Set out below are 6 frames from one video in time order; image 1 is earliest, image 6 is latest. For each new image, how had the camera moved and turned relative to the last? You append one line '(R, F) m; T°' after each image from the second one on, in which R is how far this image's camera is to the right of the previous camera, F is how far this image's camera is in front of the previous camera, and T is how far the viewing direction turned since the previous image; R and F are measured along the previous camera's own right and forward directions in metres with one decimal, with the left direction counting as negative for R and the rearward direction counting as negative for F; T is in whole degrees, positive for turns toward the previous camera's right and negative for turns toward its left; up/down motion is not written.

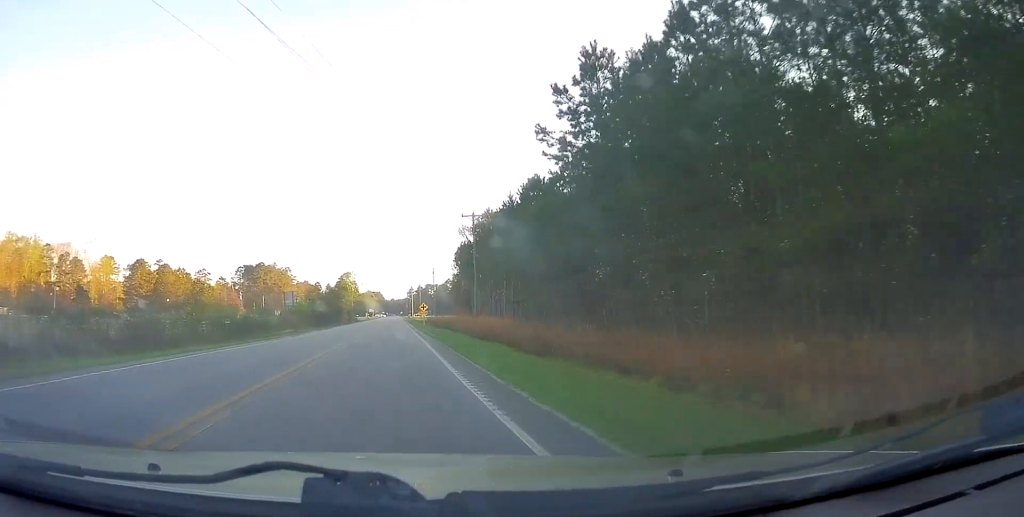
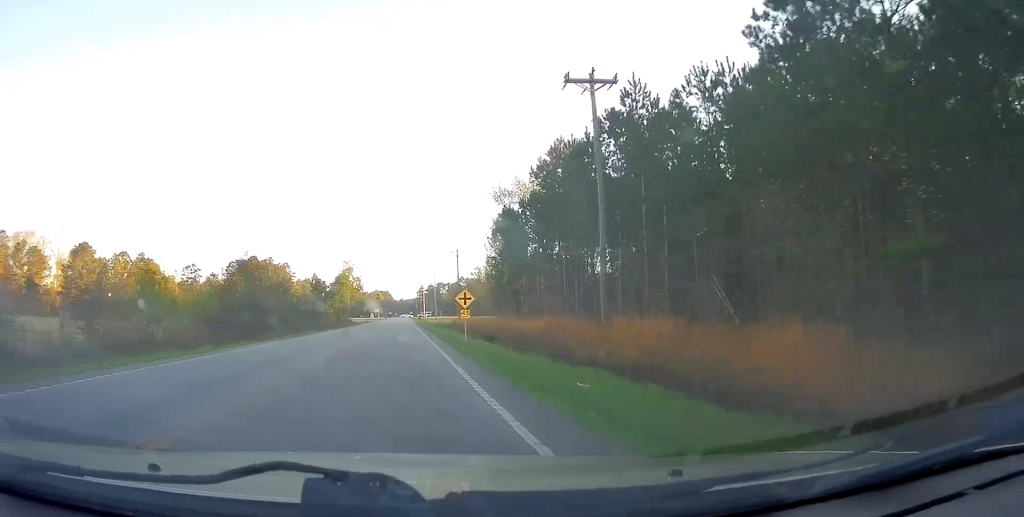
(+1.2, +36.7) m; +3°
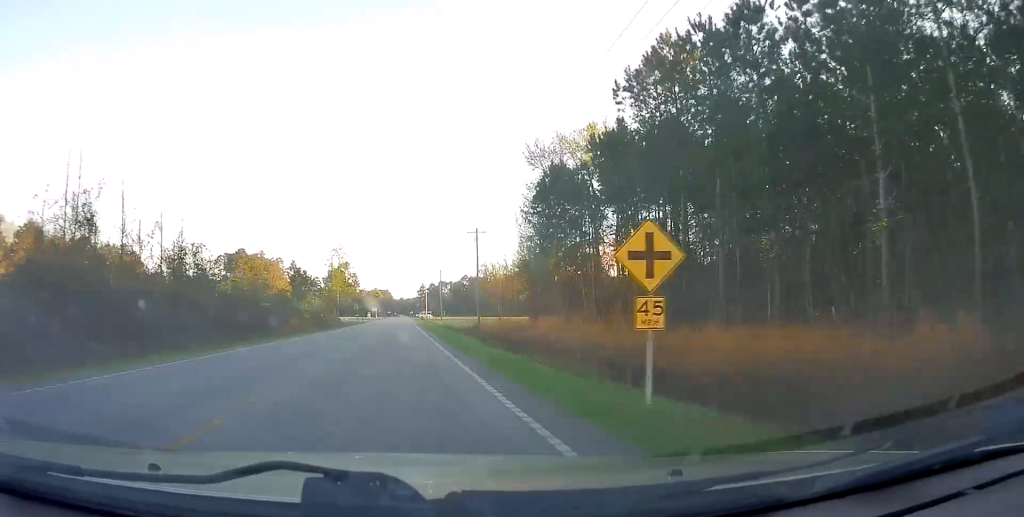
(+0.4, +23.0) m; +1°
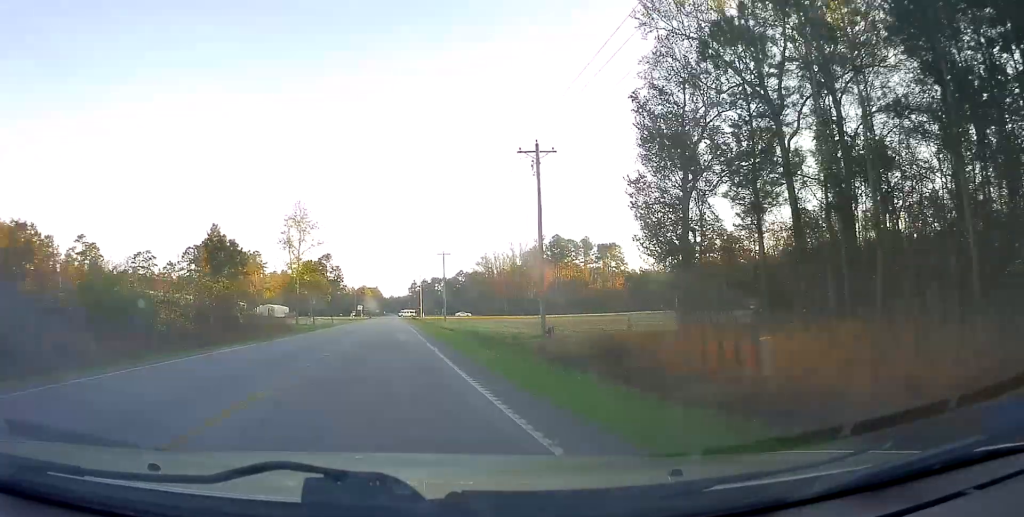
(+0.1, +34.8) m; 0°
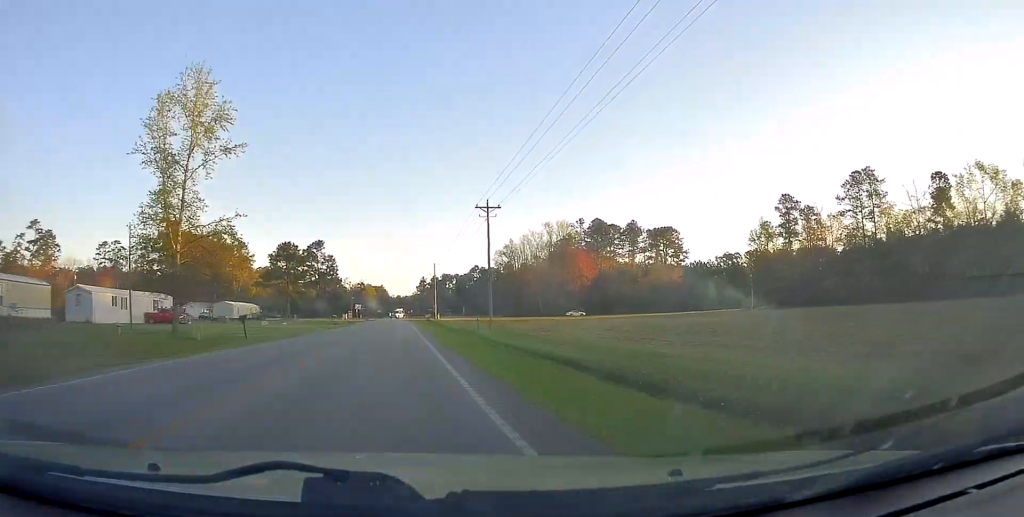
(-0.1, +43.1) m; -1°
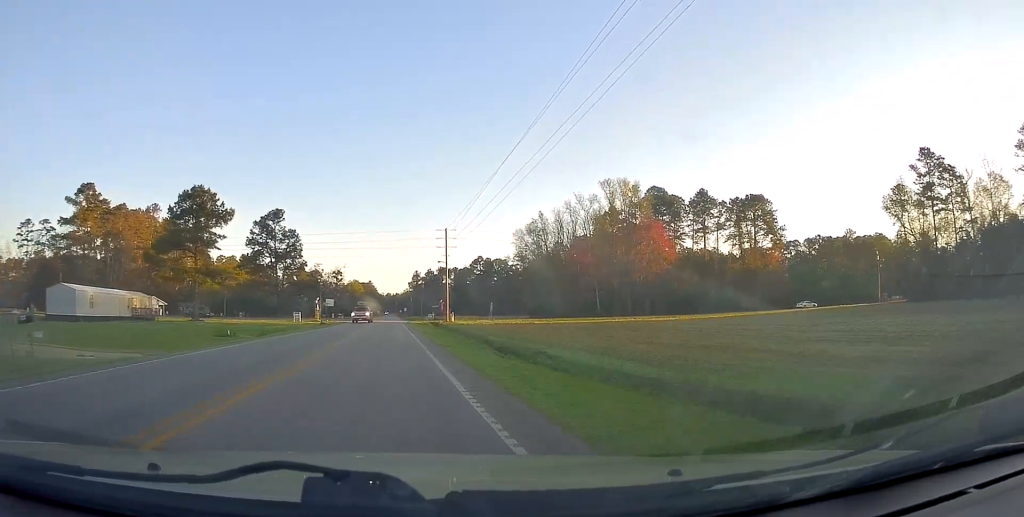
(+0.2, +54.7) m; +1°
